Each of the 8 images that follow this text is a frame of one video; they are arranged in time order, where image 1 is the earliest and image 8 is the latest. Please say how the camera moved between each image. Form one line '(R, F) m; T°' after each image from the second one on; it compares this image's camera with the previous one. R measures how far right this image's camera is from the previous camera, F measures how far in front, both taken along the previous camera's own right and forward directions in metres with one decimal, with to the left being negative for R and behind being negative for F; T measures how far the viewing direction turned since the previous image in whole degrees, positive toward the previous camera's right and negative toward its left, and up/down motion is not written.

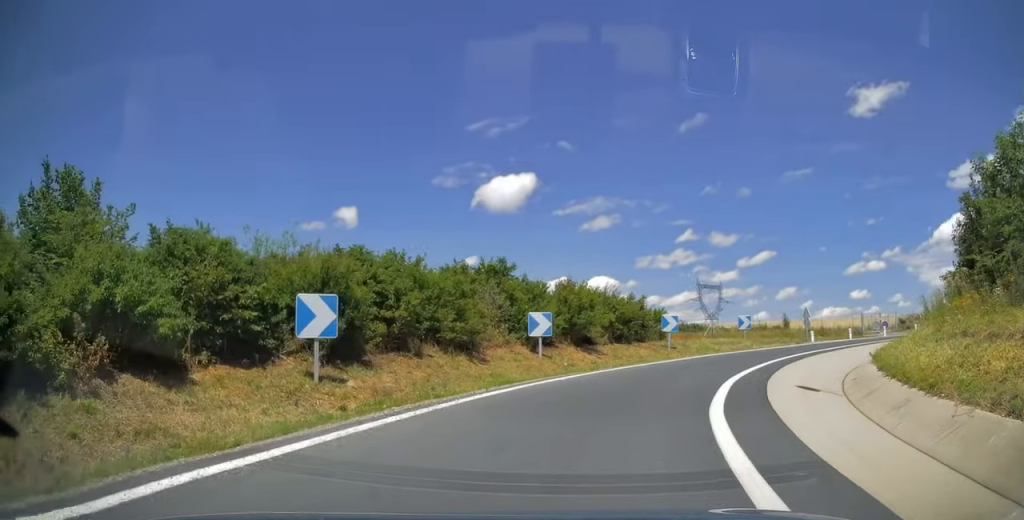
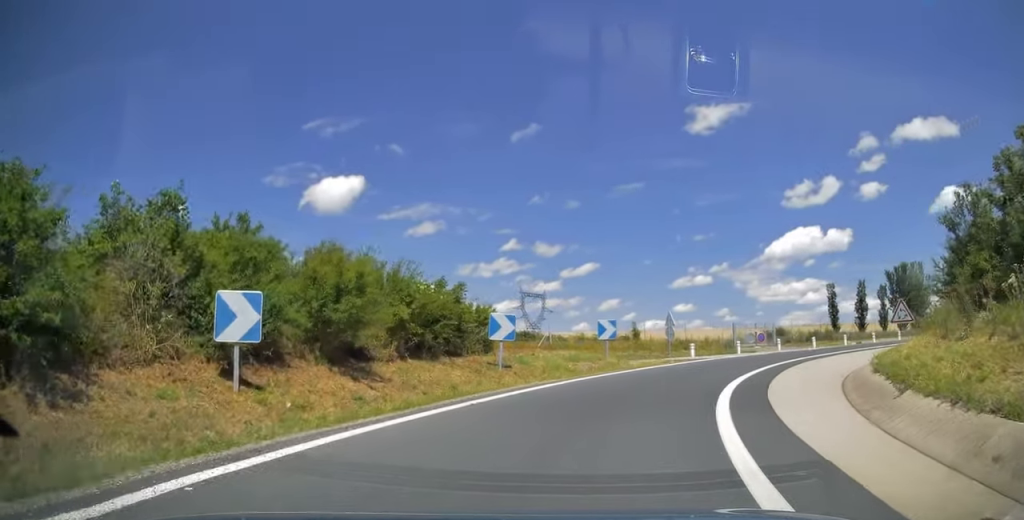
(+1.5, +11.9) m; +15°
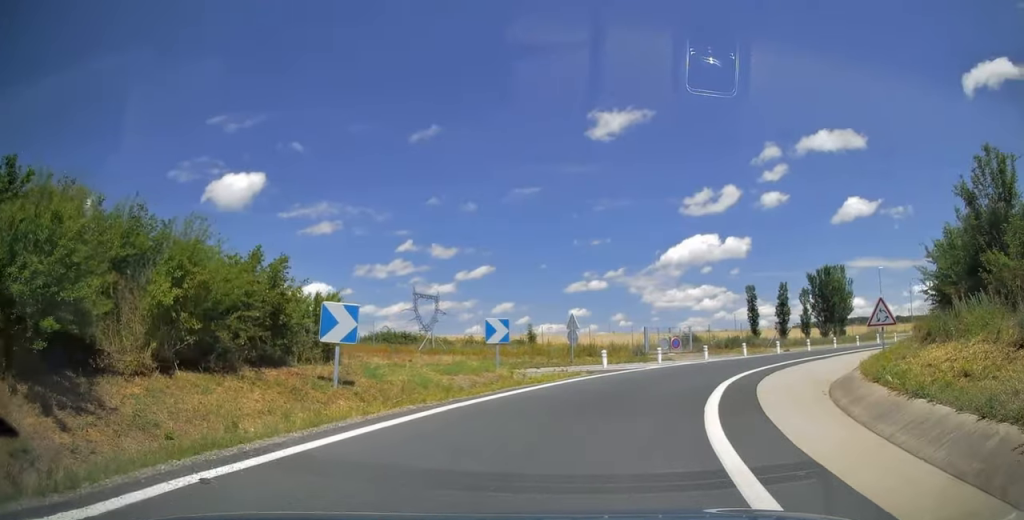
(+0.6, +6.6) m; +10°
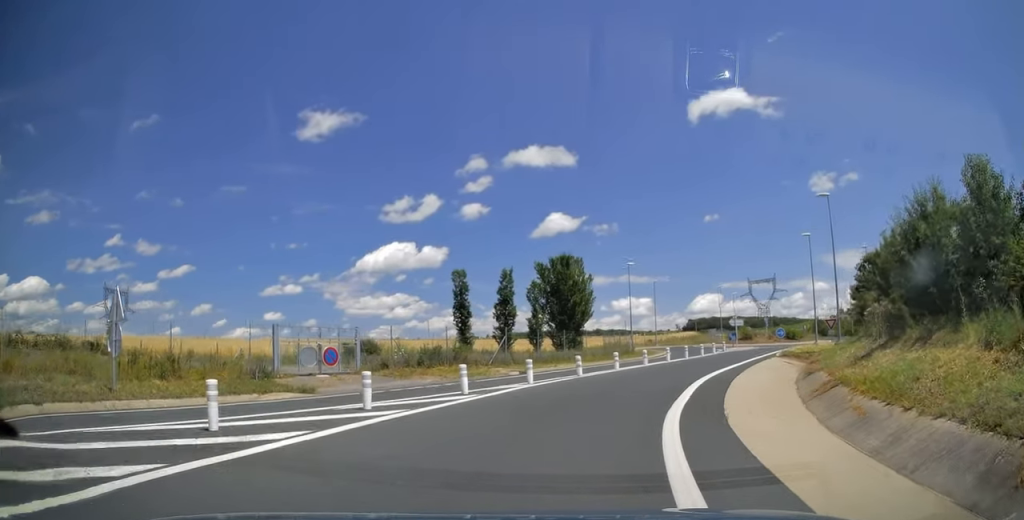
(+5.5, +20.1) m; +28°
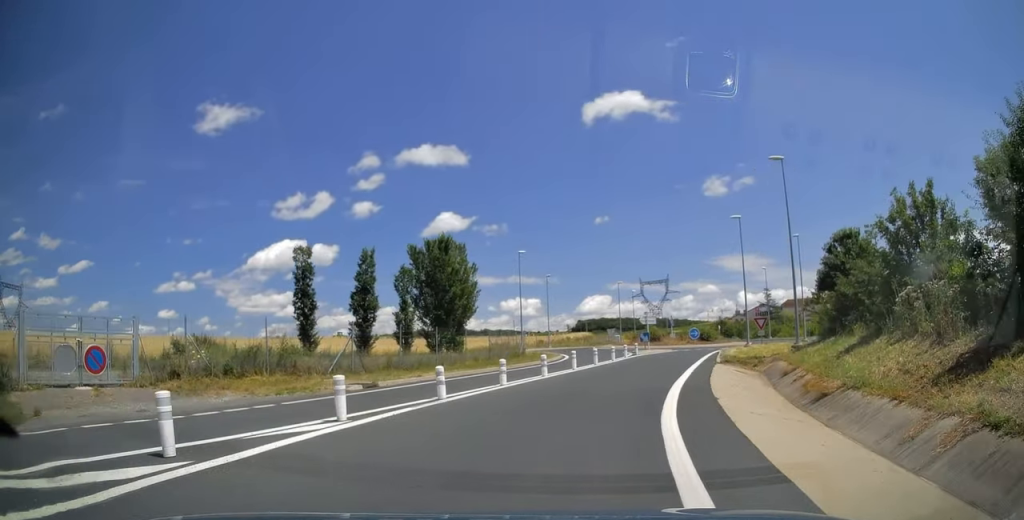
(+0.5, +9.1) m; +11°
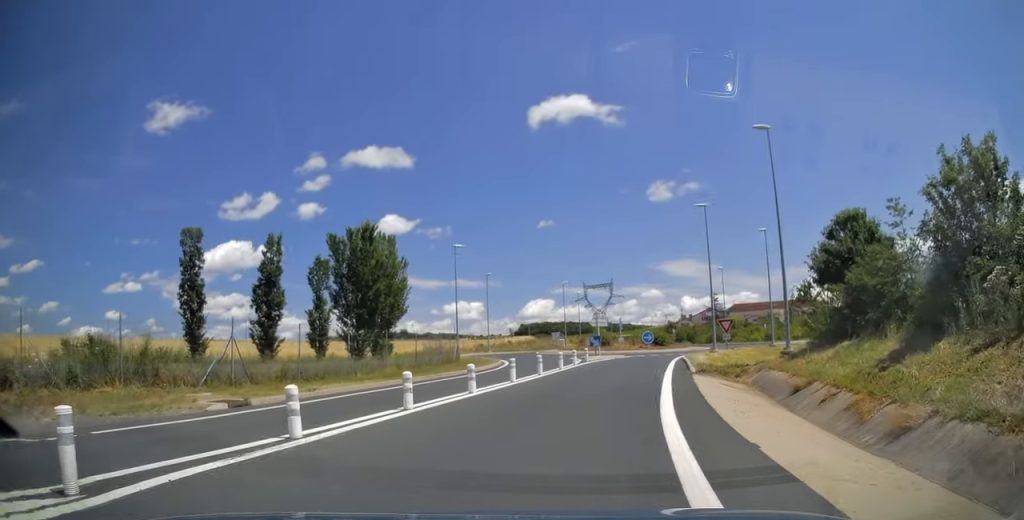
(+0.7, +5.5) m; +6°
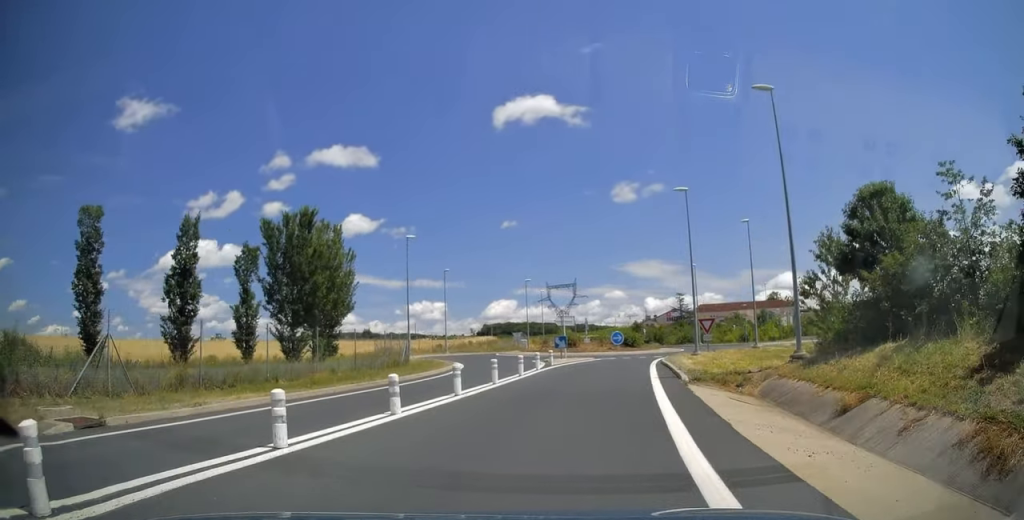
(+0.1, +4.6) m; +5°
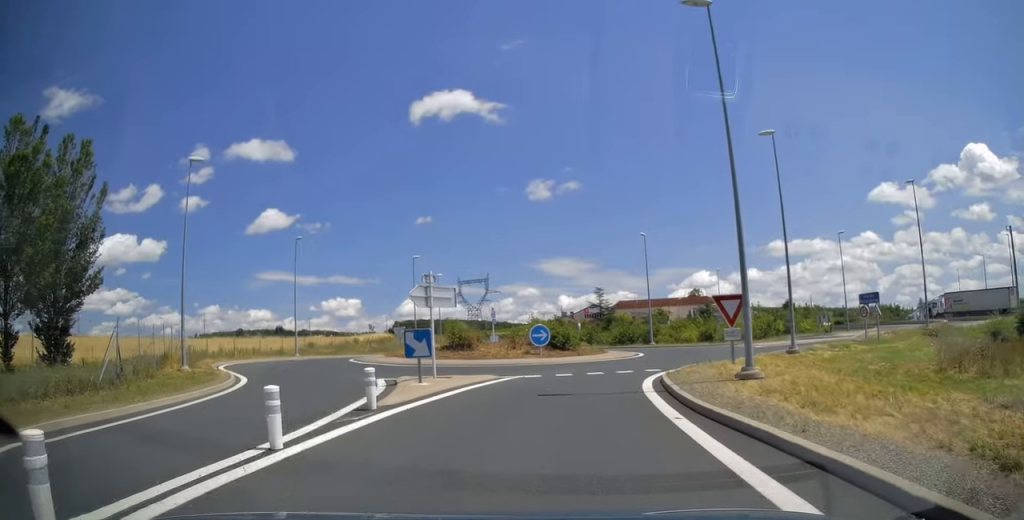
(+1.8, +21.3) m; +9°
